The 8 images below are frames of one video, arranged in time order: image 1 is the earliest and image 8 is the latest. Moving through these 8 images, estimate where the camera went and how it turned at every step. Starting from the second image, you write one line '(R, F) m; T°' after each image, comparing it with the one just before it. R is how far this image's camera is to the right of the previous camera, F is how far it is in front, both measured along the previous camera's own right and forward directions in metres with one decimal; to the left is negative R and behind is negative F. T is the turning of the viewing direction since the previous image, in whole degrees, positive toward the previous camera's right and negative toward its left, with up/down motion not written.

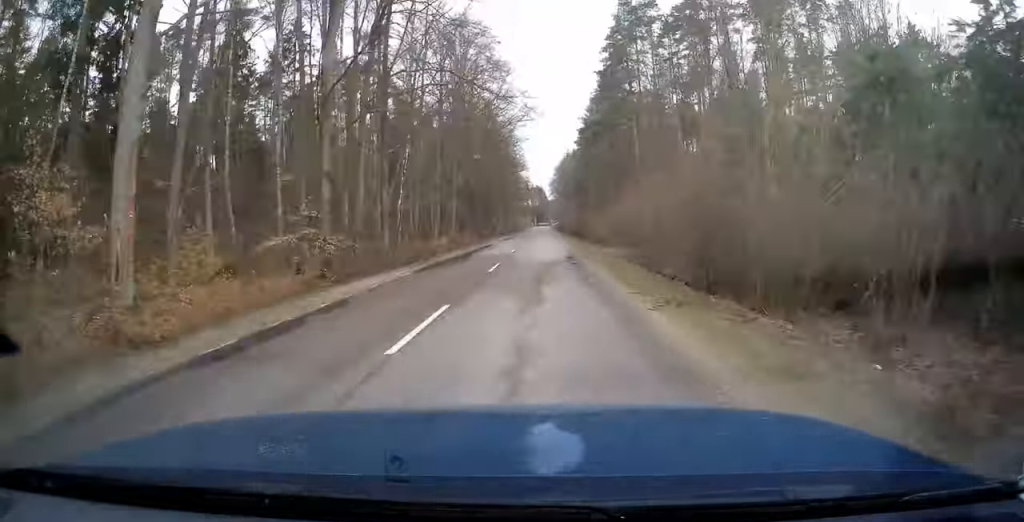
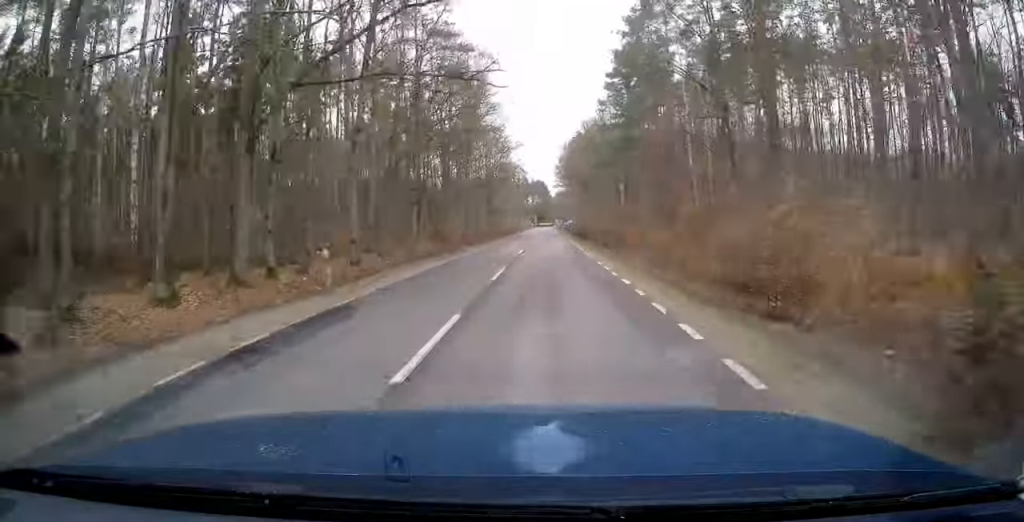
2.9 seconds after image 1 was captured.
(-0.6, +56.4) m; -1°
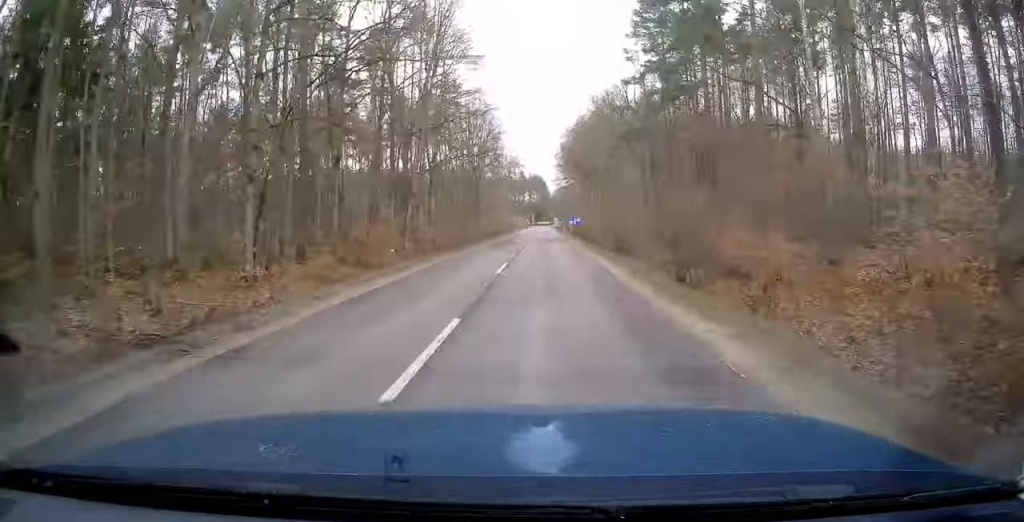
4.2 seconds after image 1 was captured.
(0.0, +23.2) m; 0°
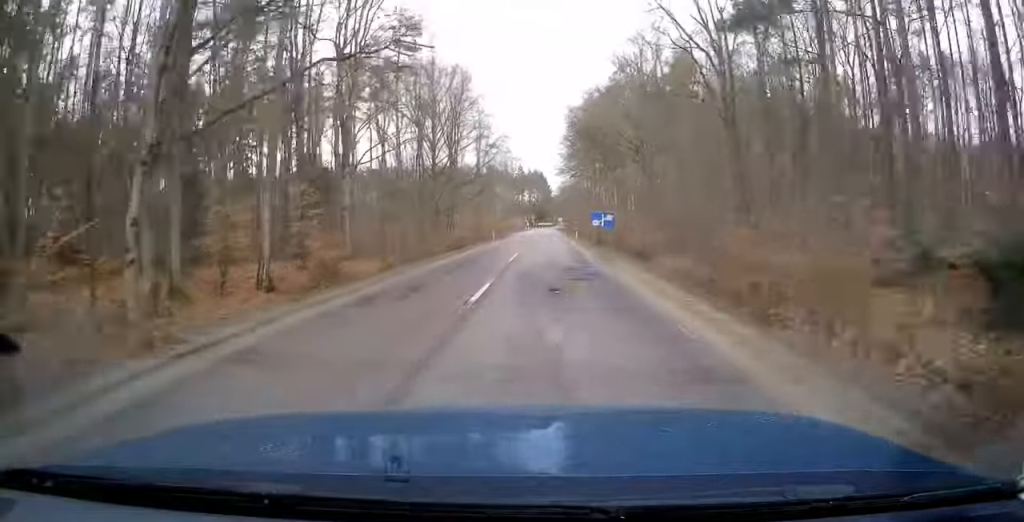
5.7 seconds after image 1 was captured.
(0.0, +28.5) m; 0°
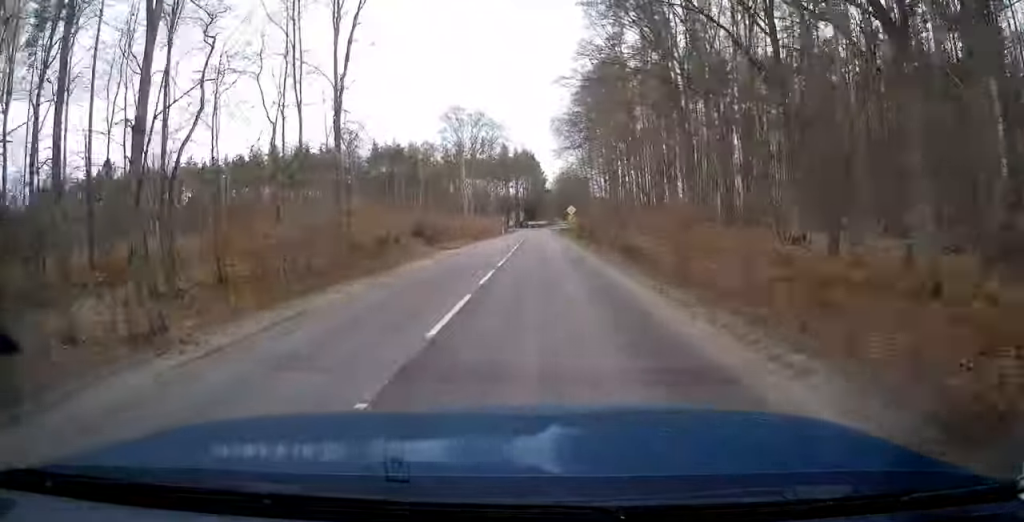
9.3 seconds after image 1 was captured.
(+0.1, +64.7) m; 0°
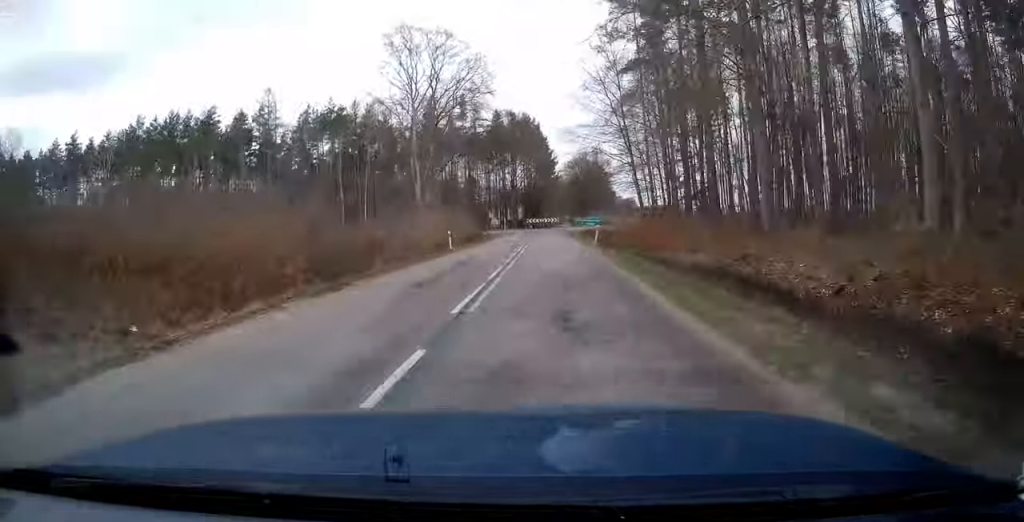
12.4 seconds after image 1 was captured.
(-0.2, +53.3) m; 0°
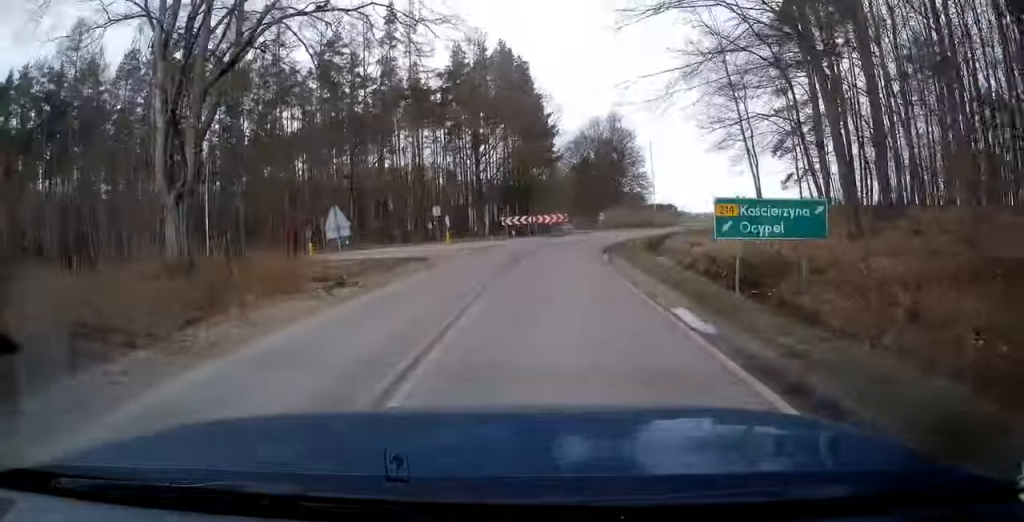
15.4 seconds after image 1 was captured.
(-0.2, +49.3) m; +5°
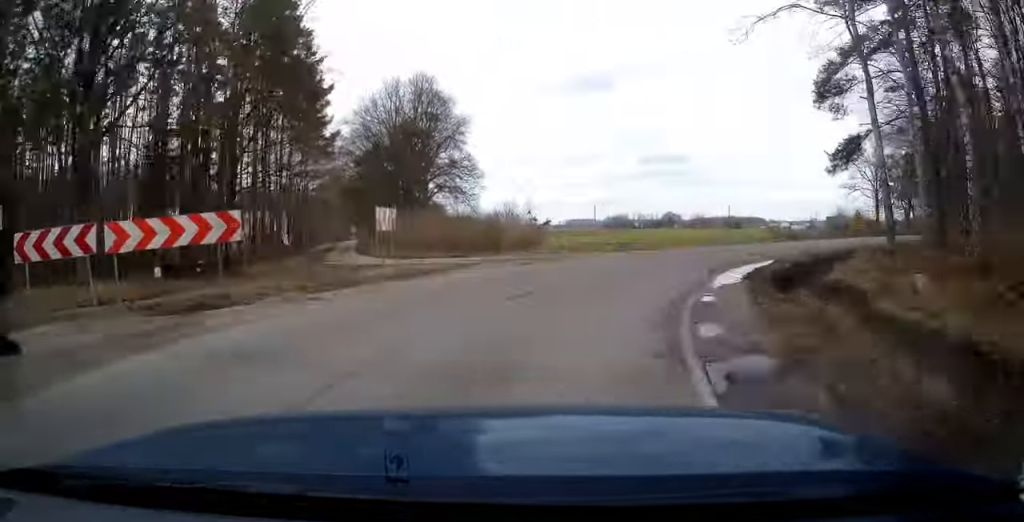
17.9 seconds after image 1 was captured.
(+3.8, +39.1) m; +25°
